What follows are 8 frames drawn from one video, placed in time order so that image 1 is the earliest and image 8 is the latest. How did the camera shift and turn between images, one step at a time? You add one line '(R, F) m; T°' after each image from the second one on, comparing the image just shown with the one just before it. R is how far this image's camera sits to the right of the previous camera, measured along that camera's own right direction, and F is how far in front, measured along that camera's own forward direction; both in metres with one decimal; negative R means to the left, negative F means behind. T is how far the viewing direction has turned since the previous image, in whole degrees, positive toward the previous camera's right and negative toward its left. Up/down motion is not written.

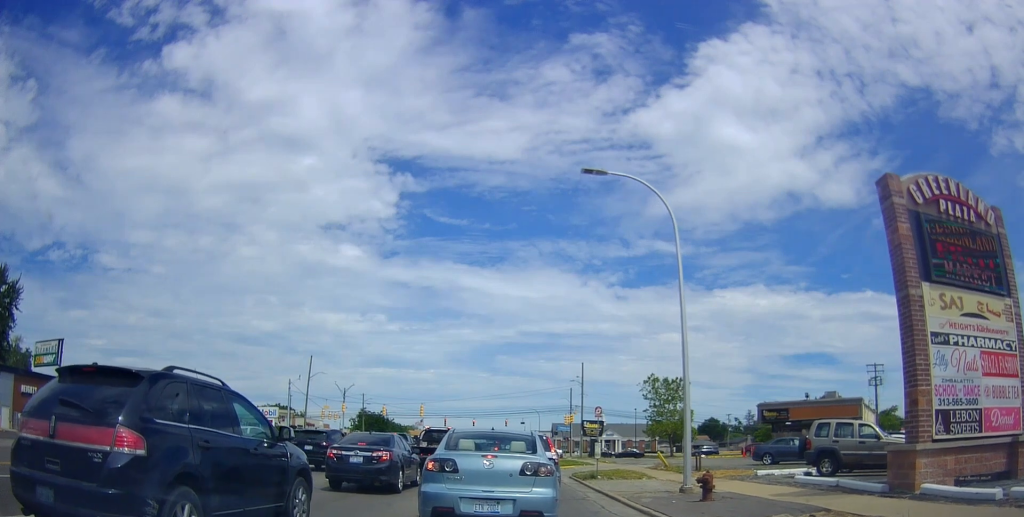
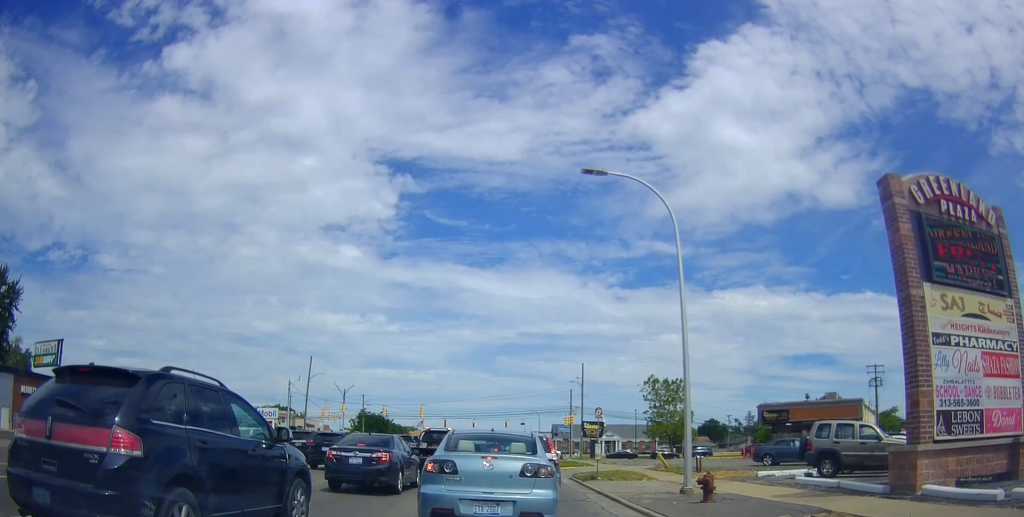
(+0.3, +0.4) m; 0°
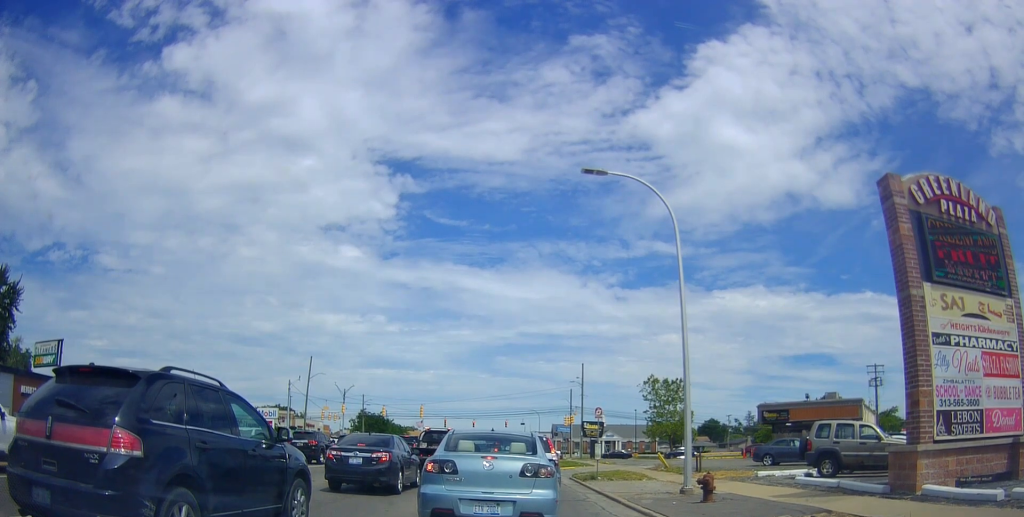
(+0.2, +0.1) m; 0°
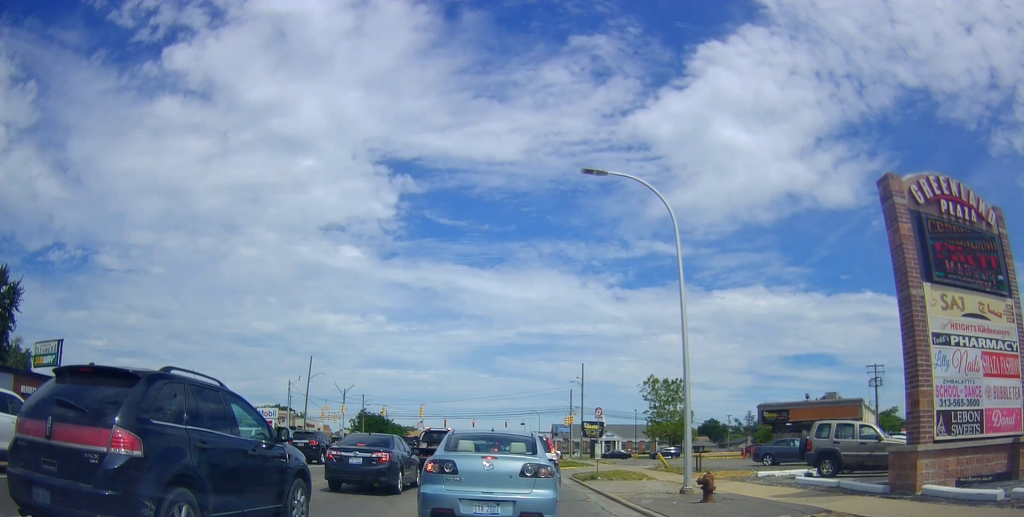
(0.0, 0.0) m; 0°
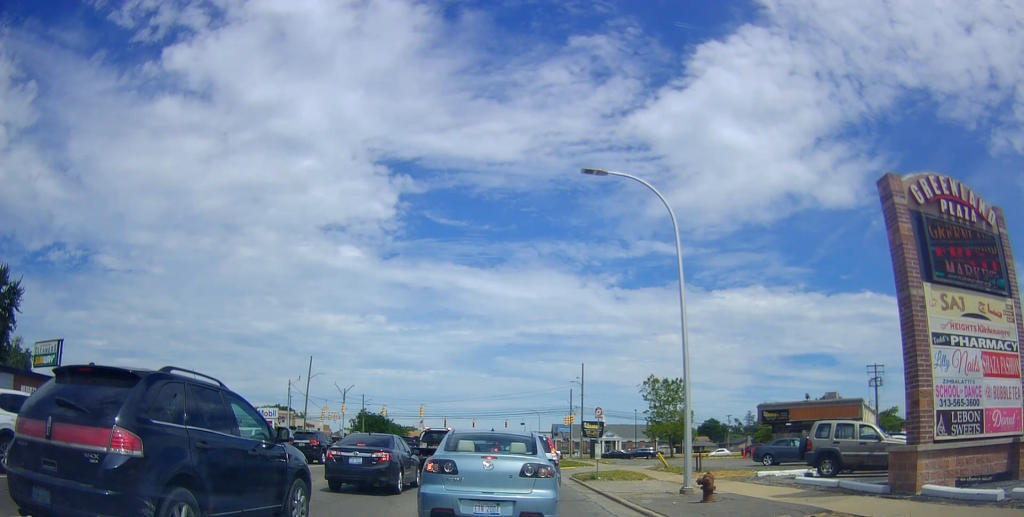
(0.0, 0.0) m; 0°
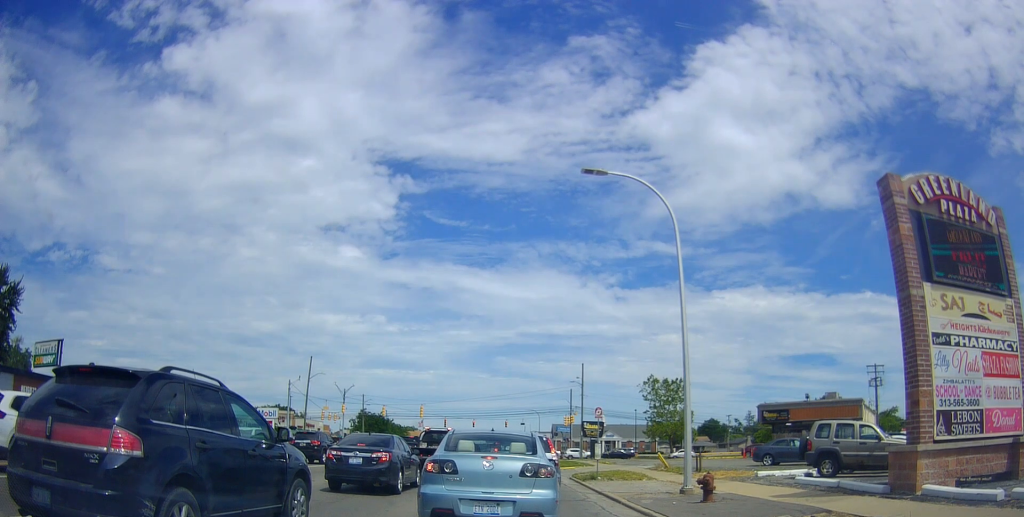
(0.0, 0.0) m; 0°
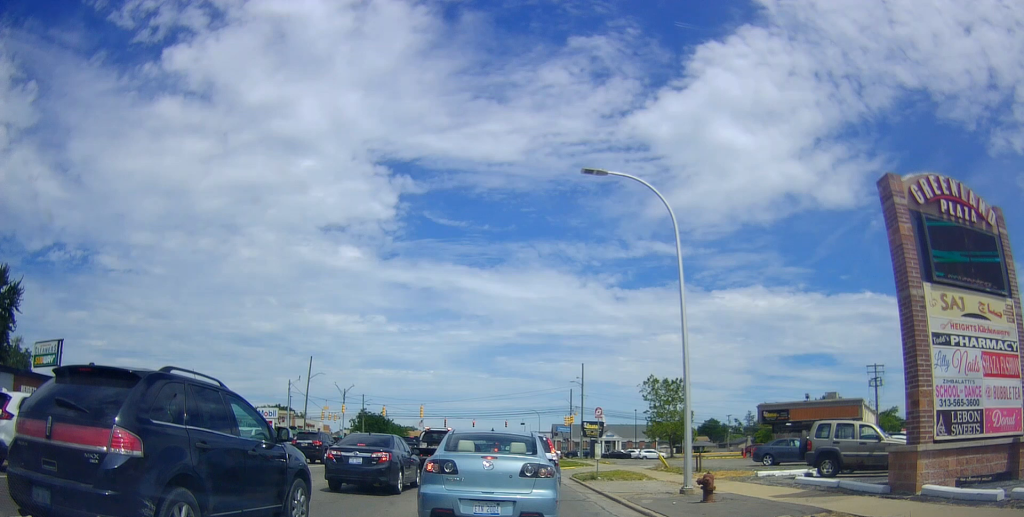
(0.0, 0.0) m; 0°
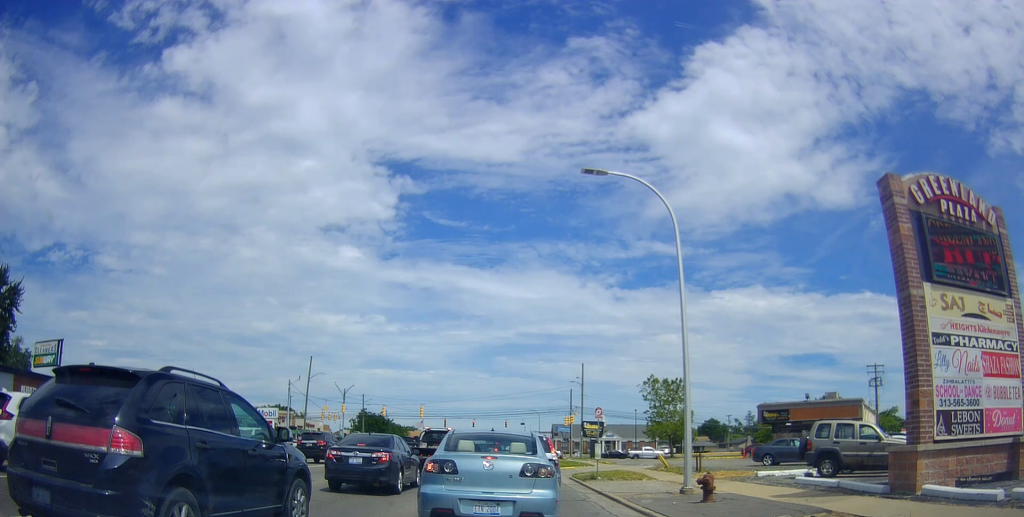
(0.0, 0.0) m; 0°
